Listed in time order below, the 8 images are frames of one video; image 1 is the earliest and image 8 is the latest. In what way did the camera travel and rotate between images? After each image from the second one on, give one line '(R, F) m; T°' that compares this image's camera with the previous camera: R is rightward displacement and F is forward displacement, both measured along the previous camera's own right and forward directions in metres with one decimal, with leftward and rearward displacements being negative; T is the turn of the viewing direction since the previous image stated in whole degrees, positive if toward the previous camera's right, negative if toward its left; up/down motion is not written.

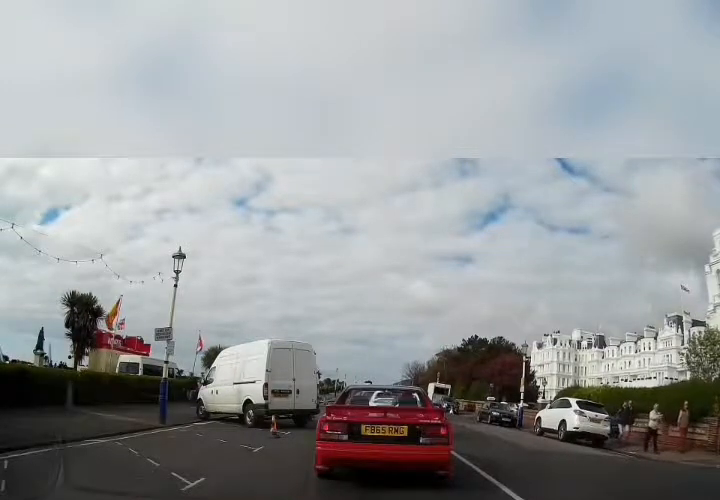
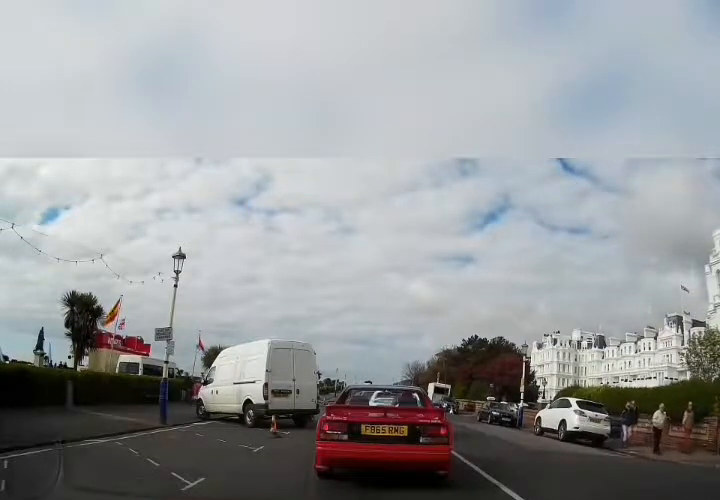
(0.0, 0.0) m; 0°
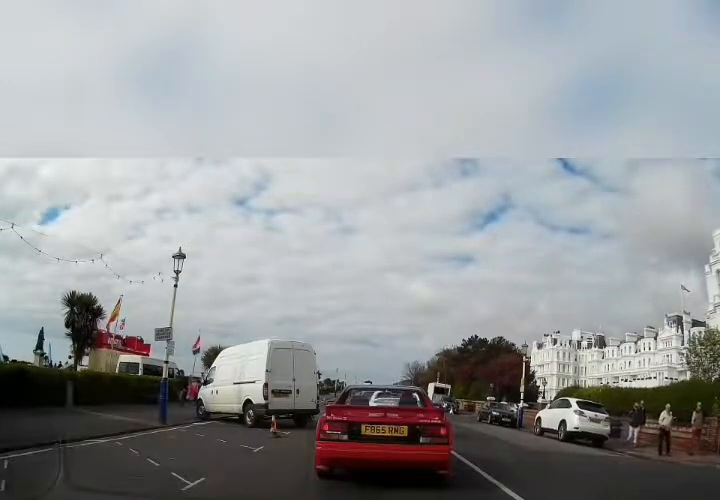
(0.0, 0.0) m; 0°
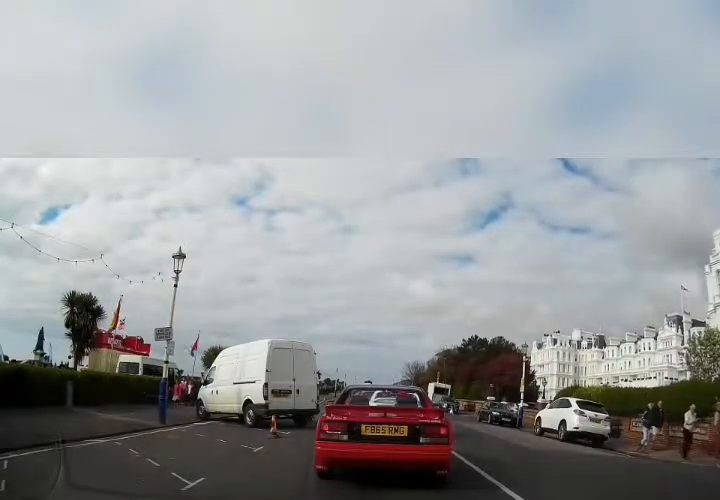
(0.0, 0.0) m; 0°
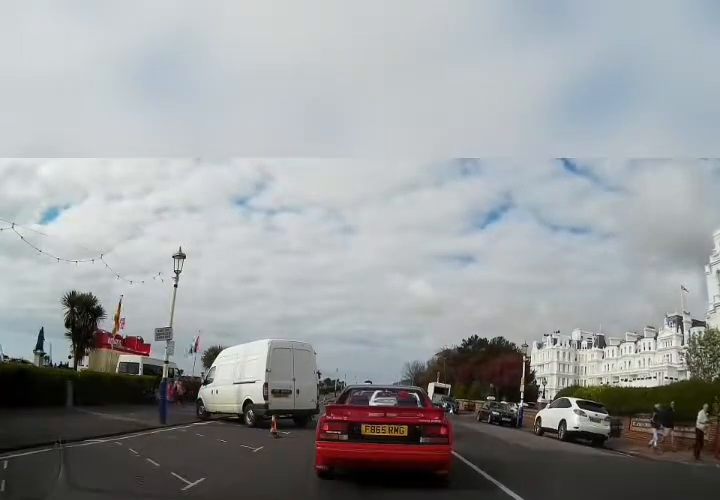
(0.0, 0.0) m; 0°
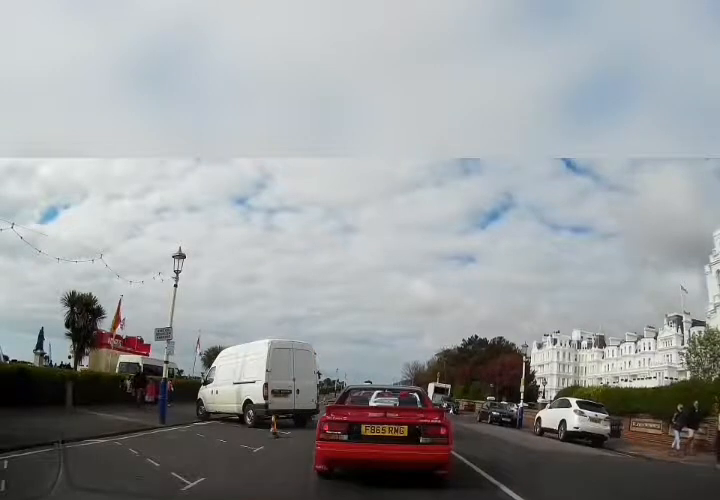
(0.0, 0.0) m; 0°
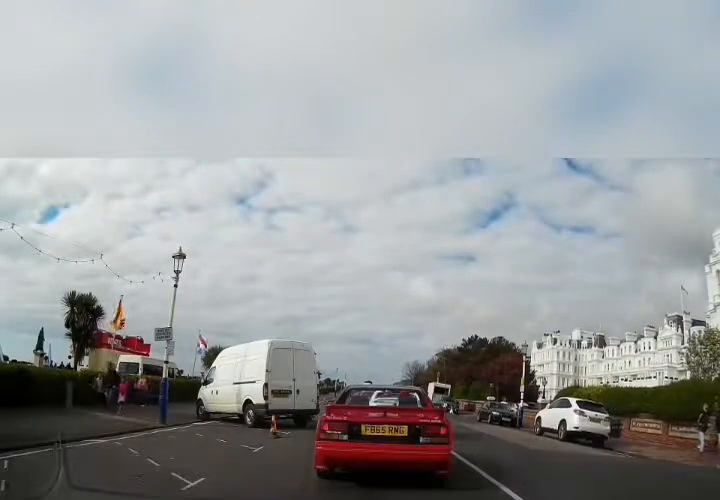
(0.0, 0.0) m; 0°
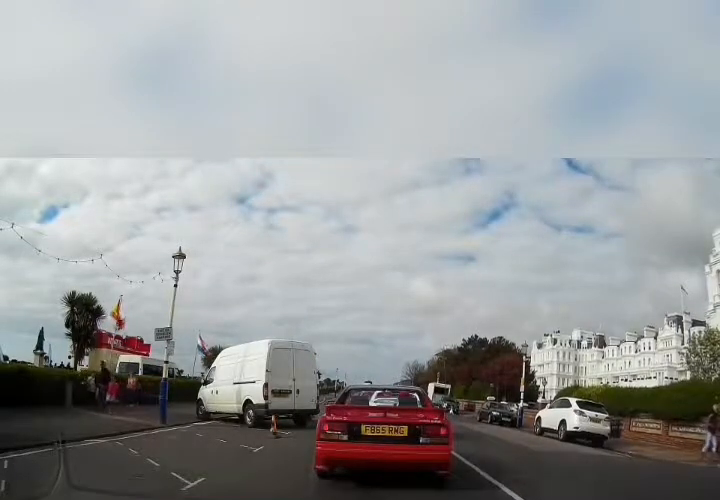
(0.0, 0.0) m; 0°
